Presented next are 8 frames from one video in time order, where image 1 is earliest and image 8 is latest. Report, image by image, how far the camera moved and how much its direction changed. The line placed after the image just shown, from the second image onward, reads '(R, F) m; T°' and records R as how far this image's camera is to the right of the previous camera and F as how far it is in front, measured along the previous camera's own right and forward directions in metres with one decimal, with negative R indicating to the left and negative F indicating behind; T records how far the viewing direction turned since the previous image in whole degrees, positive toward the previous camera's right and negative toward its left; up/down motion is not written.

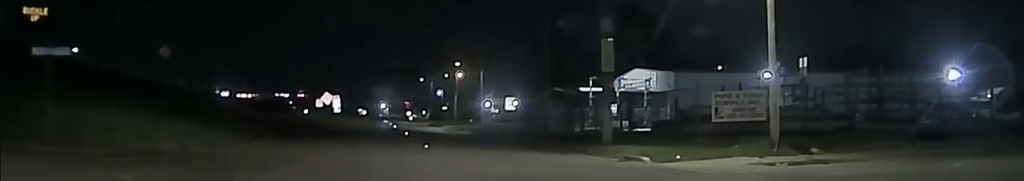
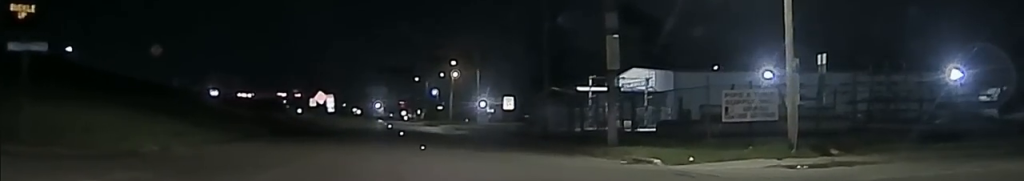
(-0.1, +2.1) m; -3°
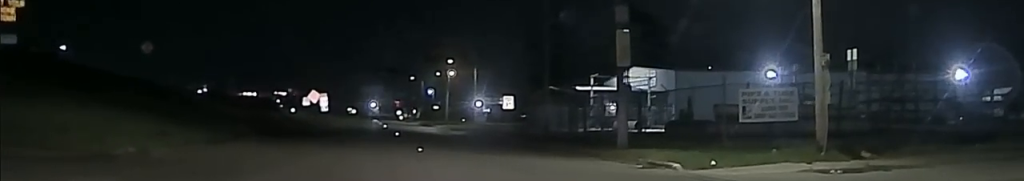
(-0.3, +3.8) m; -4°
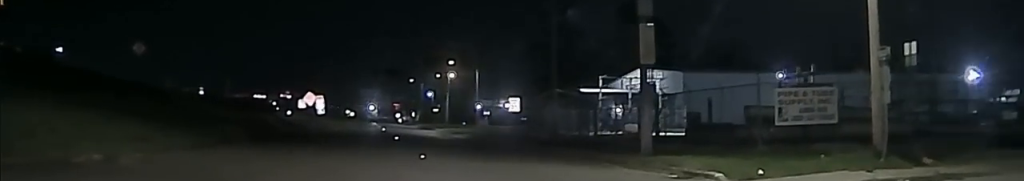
(0.0, +6.0) m; 0°
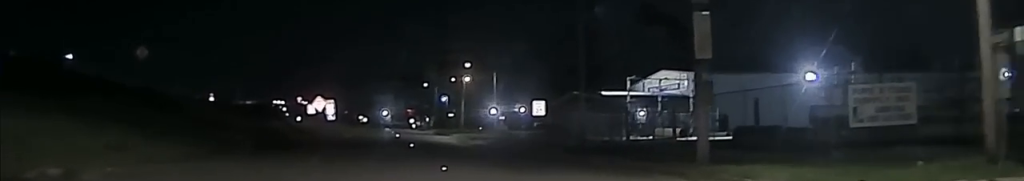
(0.0, +5.0) m; 0°
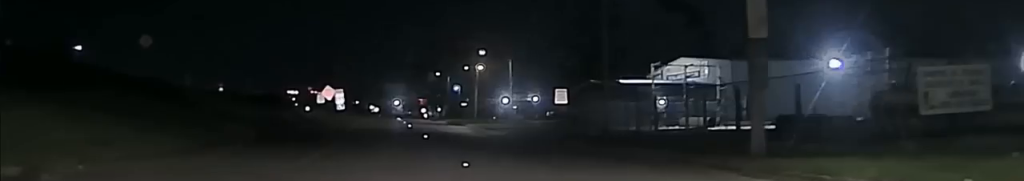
(0.0, +3.4) m; 0°
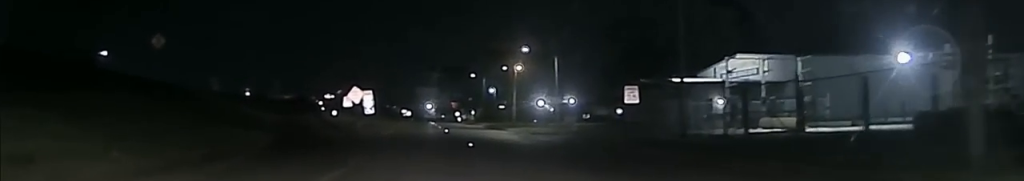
(0.0, +9.0) m; 0°
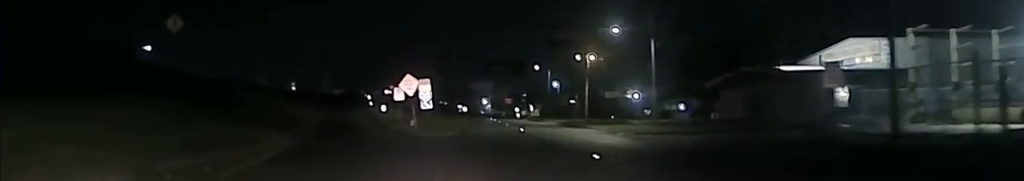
(0.0, +16.8) m; -1°
